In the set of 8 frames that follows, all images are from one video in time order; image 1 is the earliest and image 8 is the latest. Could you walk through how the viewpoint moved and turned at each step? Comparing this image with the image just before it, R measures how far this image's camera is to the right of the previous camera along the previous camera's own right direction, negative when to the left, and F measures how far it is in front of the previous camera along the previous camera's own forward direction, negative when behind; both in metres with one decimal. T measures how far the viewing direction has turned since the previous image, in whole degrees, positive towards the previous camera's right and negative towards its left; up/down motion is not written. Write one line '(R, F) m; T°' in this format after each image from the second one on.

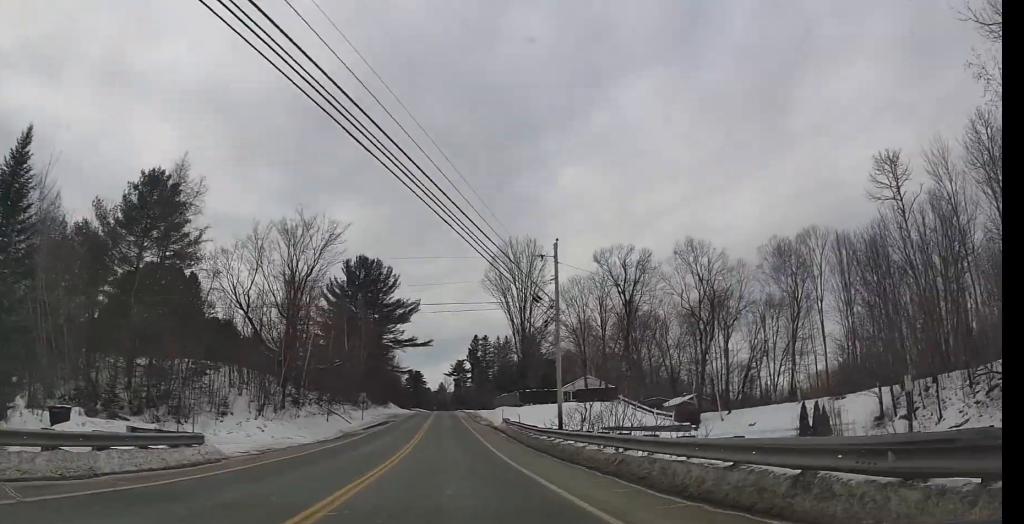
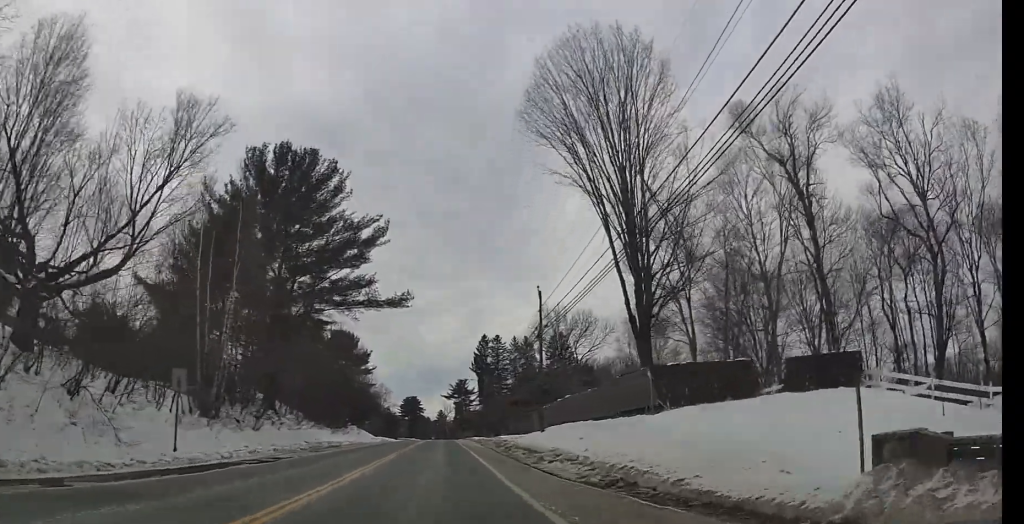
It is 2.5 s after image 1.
(-0.2, +41.4) m; +1°
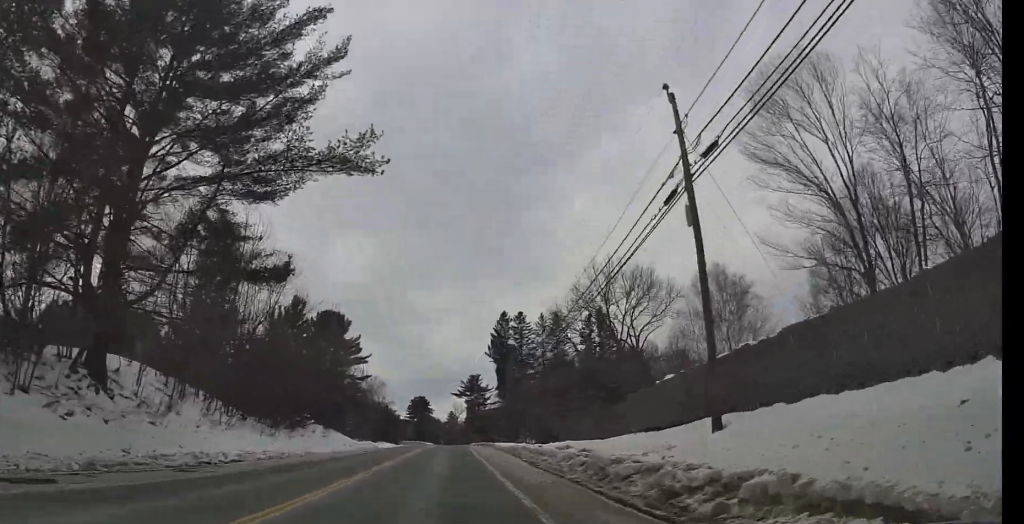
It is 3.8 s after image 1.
(0.0, +22.4) m; 0°
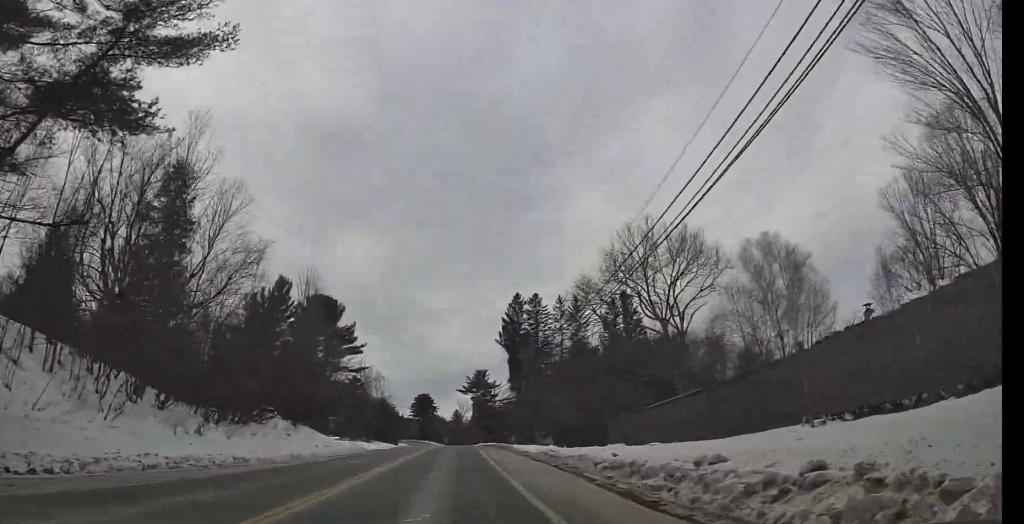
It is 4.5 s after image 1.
(0.0, +10.8) m; 0°
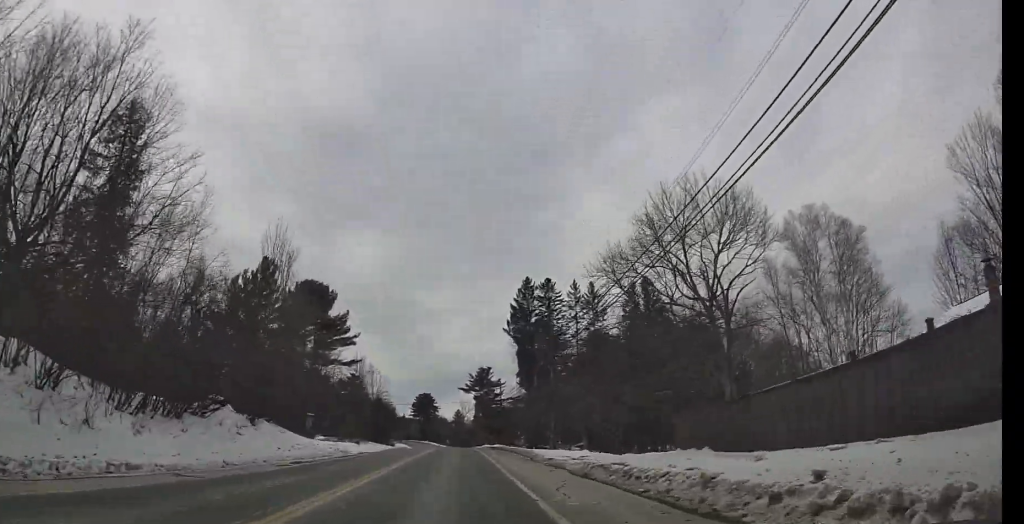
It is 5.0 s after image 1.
(0.0, +8.1) m; 0°
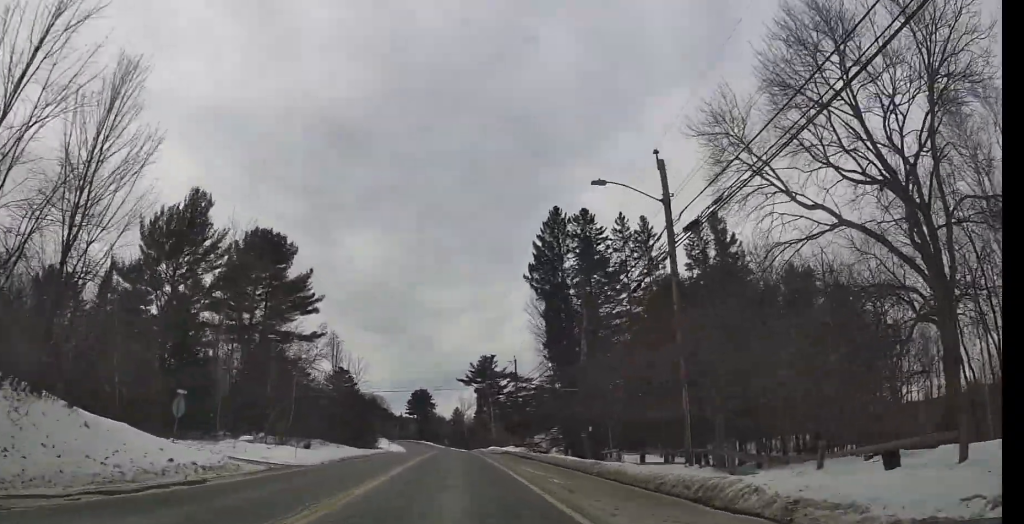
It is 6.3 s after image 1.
(0.0, +20.7) m; -2°
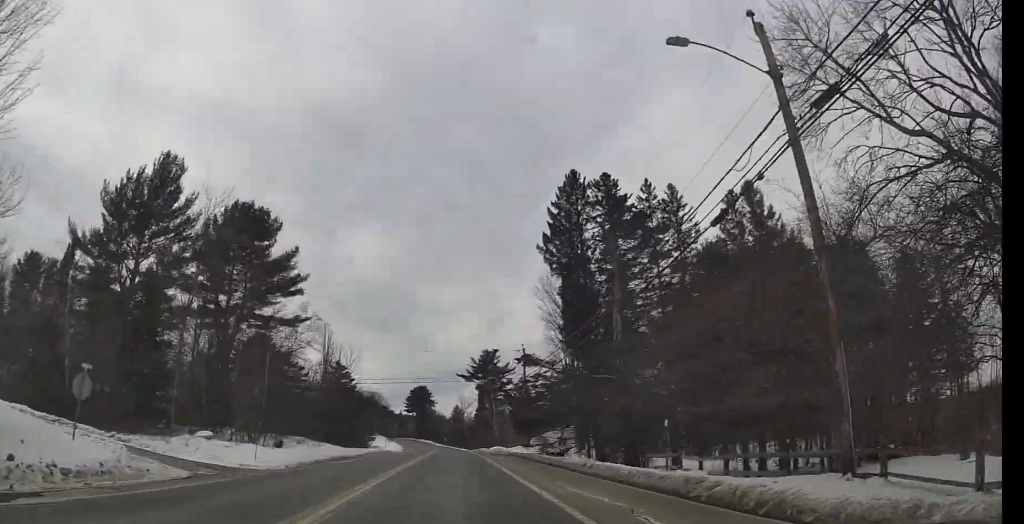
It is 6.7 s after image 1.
(-0.2, +6.6) m; -1°
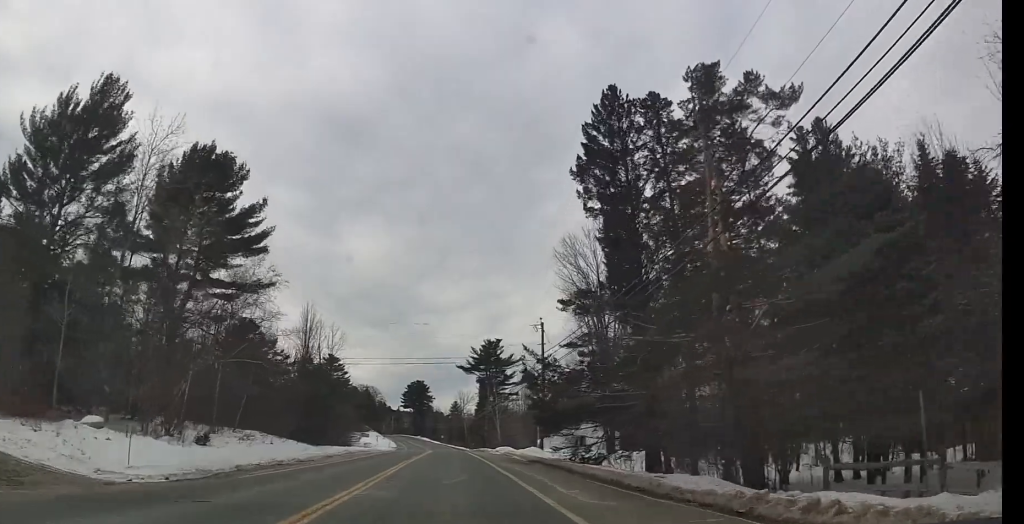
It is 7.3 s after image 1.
(-0.2, +10.6) m; -1°
